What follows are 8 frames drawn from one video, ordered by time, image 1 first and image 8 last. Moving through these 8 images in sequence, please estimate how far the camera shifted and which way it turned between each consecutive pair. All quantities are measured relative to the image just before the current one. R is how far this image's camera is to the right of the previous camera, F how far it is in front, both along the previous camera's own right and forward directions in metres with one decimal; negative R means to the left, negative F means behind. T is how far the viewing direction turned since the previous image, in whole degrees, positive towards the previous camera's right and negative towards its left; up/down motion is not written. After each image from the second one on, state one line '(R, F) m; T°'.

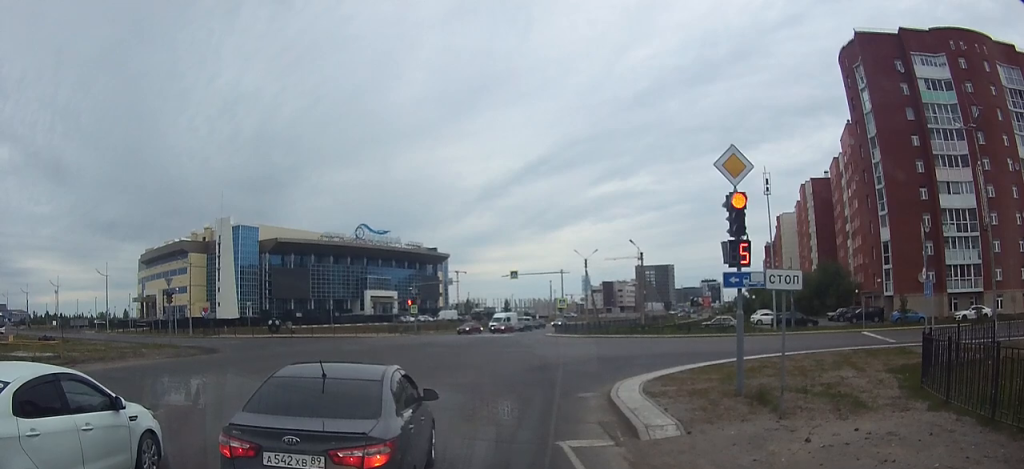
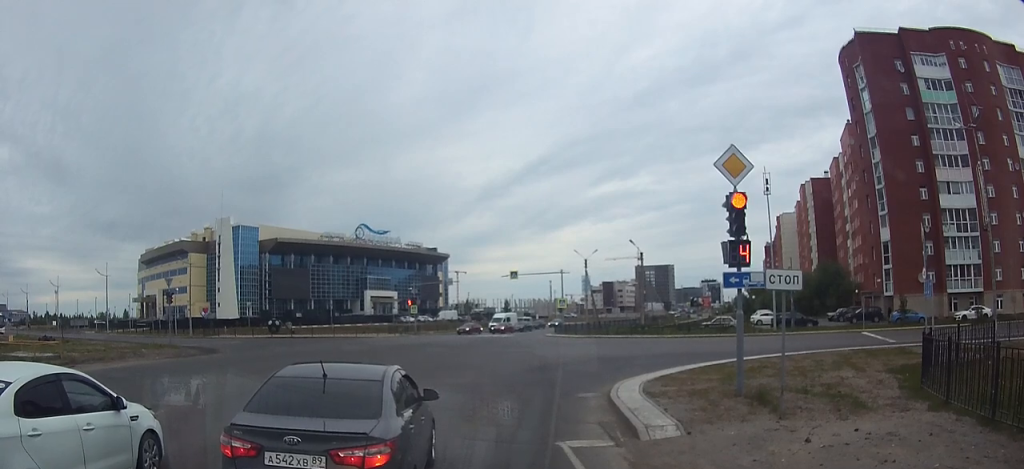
(0.0, 0.0) m; 0°
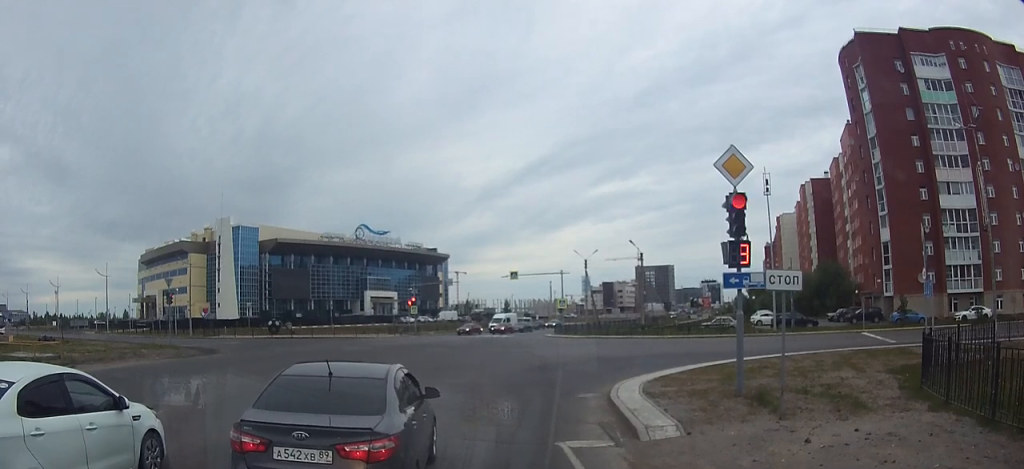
(0.0, +0.1) m; 0°
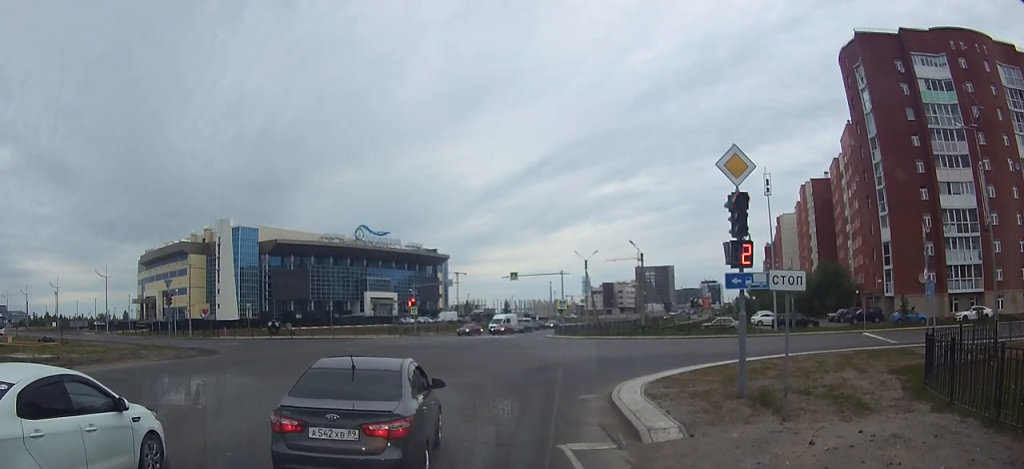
(0.0, +0.7) m; 0°
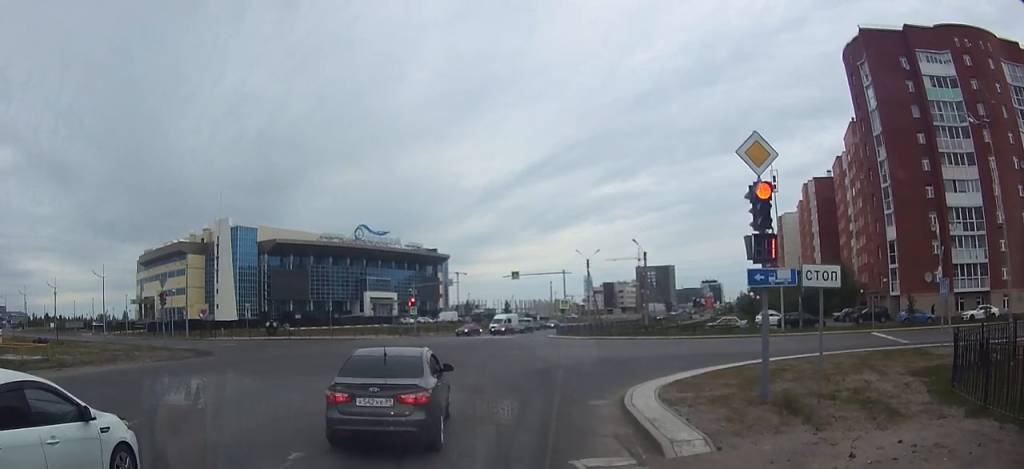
(-0.1, +1.6) m; 0°
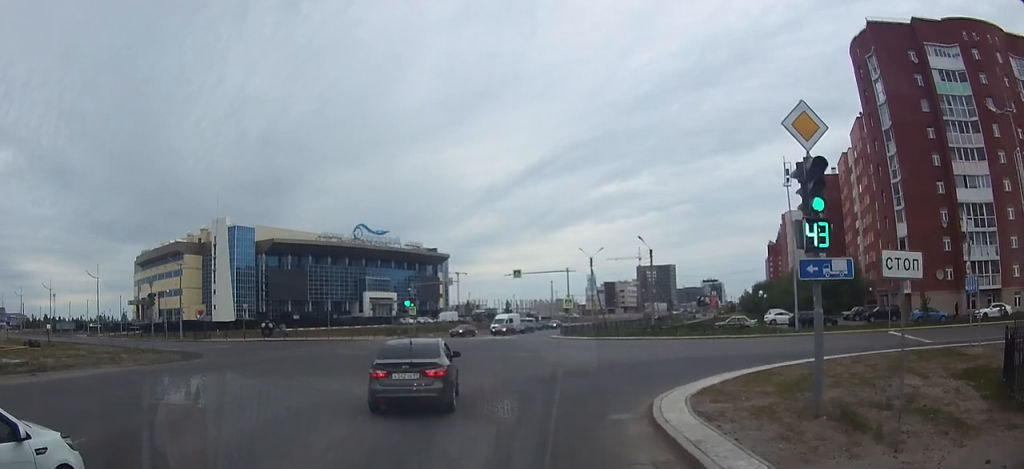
(0.0, +2.2) m; +3°
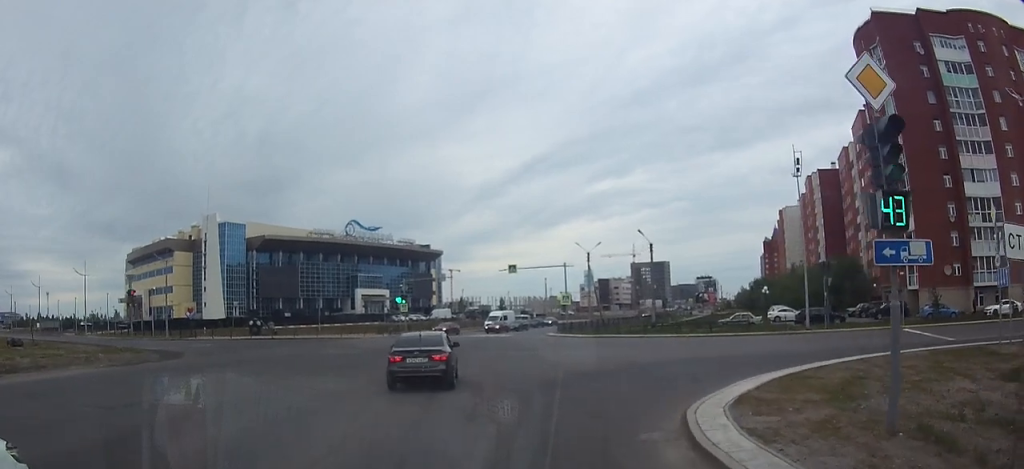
(+0.1, +2.1) m; +3°
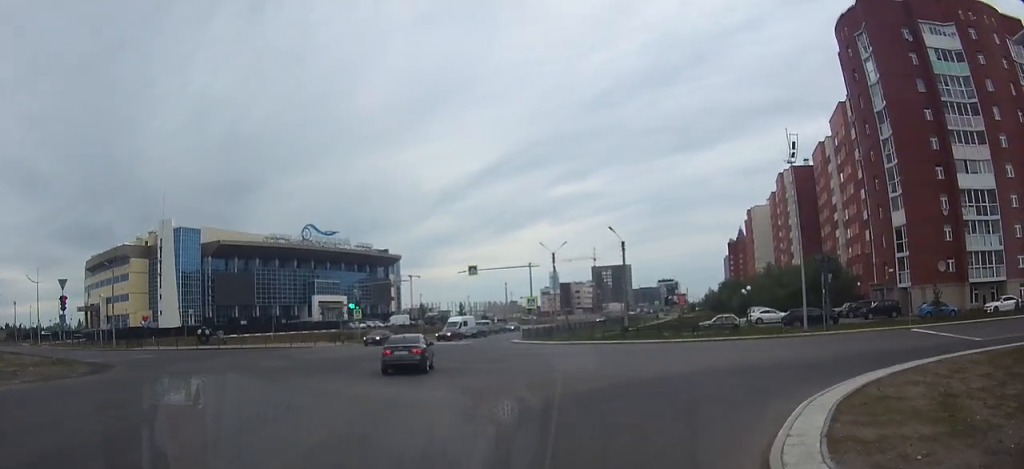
(+0.1, +4.0) m; +6°
